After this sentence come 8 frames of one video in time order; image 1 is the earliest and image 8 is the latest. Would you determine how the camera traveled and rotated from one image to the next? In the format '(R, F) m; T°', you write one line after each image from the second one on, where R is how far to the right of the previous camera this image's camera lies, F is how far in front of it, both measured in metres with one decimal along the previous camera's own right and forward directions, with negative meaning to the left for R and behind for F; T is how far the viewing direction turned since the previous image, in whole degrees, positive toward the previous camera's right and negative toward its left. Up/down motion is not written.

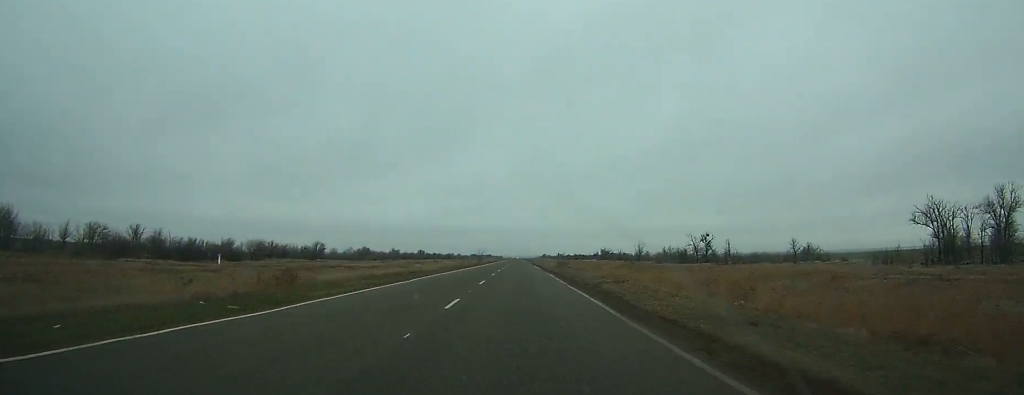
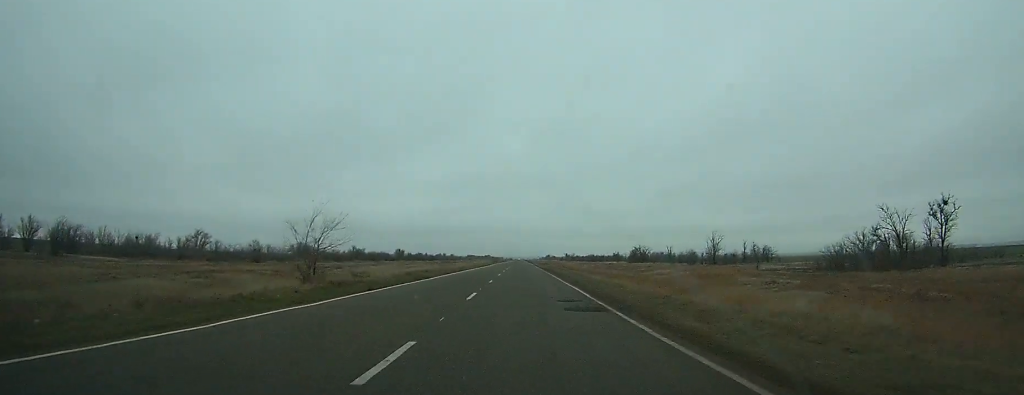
(+0.5, +102.8) m; 0°
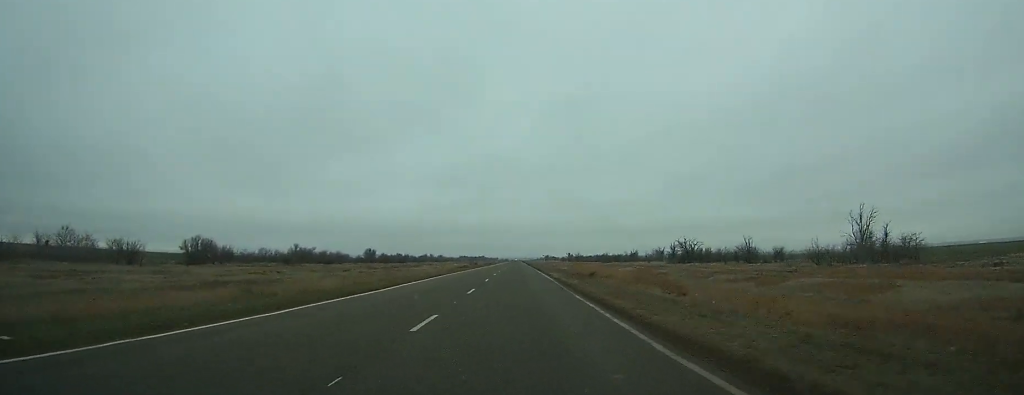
(0.0, +79.0) m; 0°
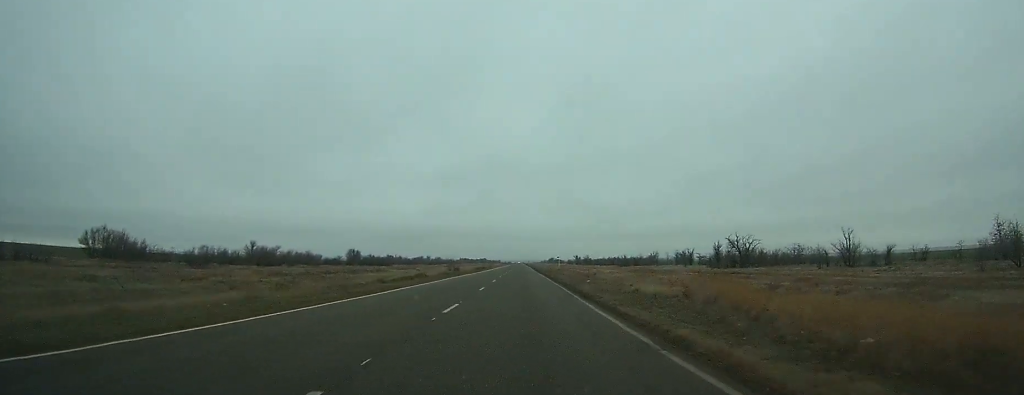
(-0.1, +45.9) m; 0°
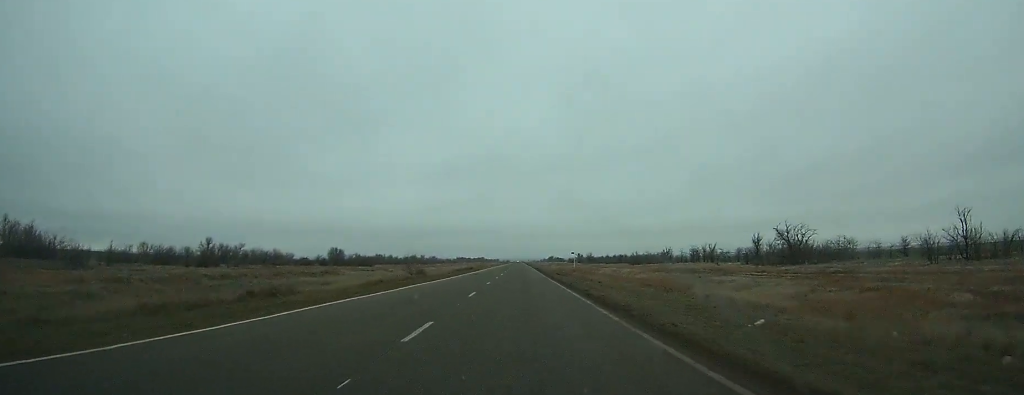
(0.0, +30.5) m; 0°
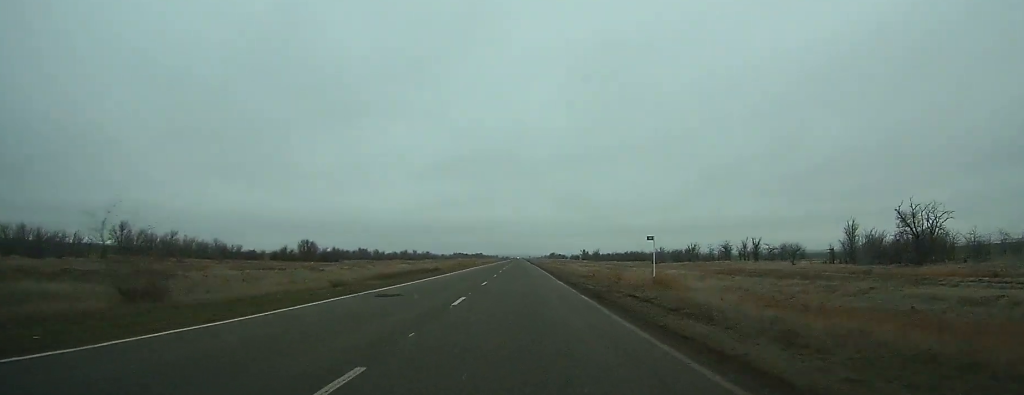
(0.0, +41.4) m; 0°
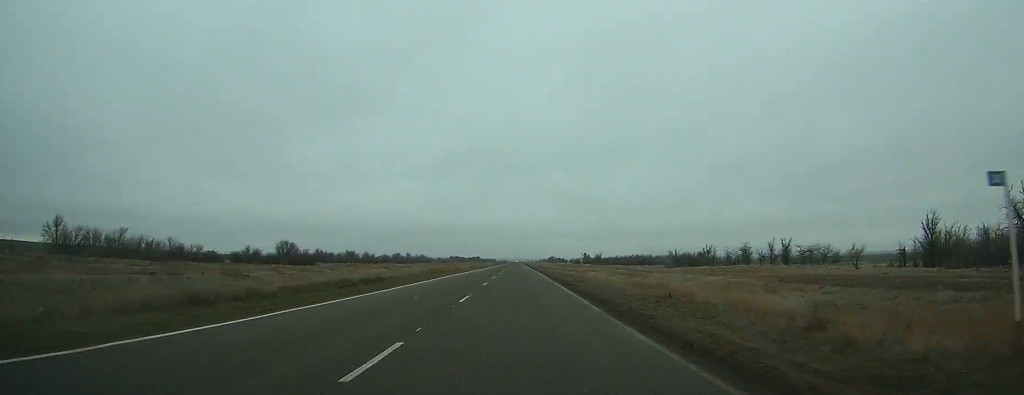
(0.0, +21.0) m; 0°
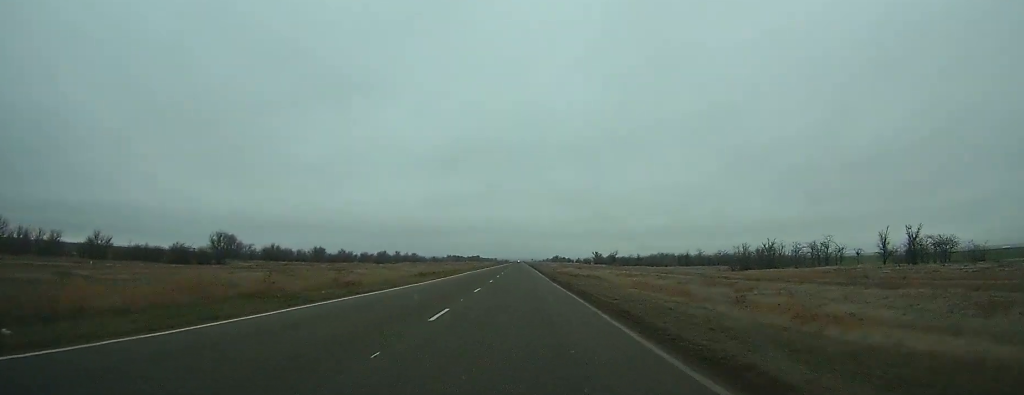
(0.0, +51.8) m; 0°
